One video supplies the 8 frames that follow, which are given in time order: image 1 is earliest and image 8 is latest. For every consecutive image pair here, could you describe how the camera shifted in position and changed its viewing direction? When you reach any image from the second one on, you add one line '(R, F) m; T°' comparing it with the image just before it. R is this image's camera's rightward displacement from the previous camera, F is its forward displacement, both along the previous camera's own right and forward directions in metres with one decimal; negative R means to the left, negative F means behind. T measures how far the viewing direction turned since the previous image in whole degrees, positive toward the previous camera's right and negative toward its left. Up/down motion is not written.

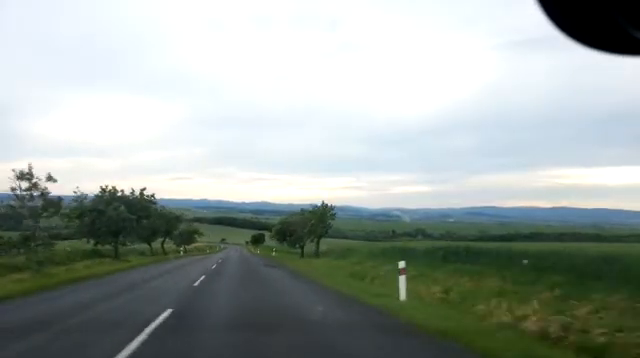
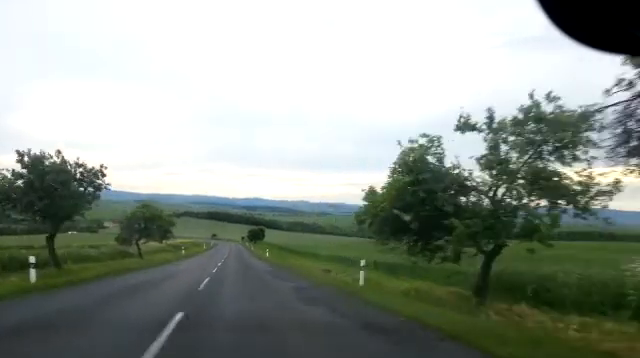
(0.0, +35.6) m; 0°
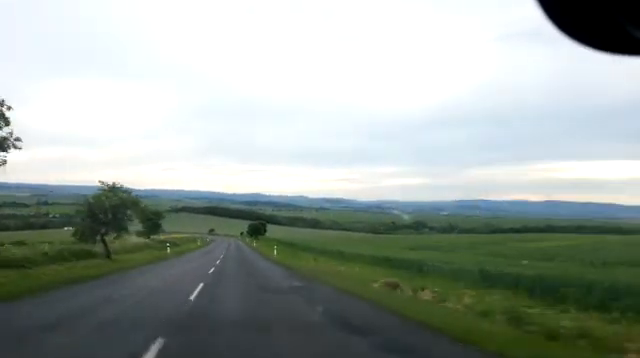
(0.0, +11.3) m; +1°
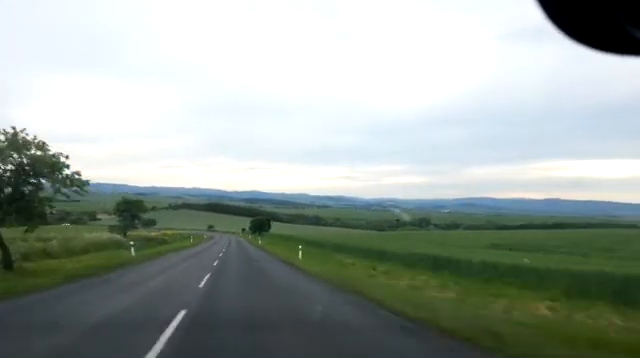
(+0.1, +15.2) m; +1°
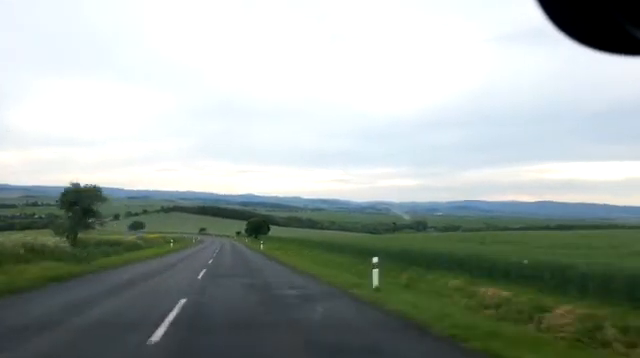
(+0.4, +15.3) m; 0°
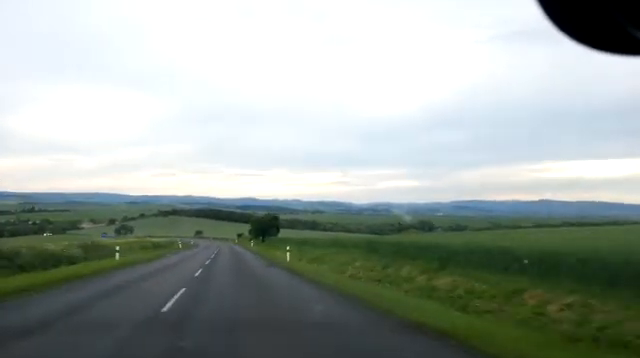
(-0.6, +23.5) m; -1°
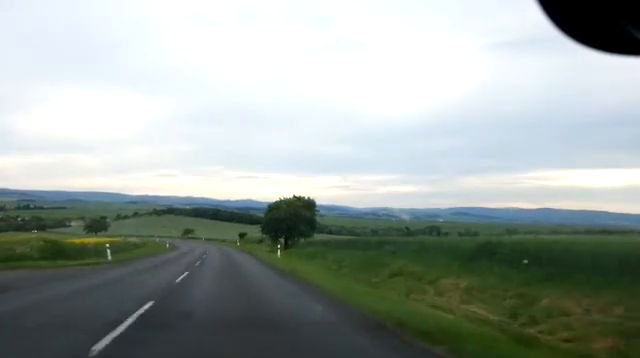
(+0.9, +37.8) m; +1°
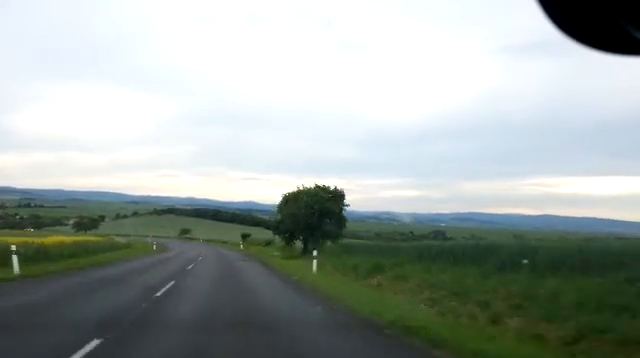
(-0.3, +12.2) m; -1°
